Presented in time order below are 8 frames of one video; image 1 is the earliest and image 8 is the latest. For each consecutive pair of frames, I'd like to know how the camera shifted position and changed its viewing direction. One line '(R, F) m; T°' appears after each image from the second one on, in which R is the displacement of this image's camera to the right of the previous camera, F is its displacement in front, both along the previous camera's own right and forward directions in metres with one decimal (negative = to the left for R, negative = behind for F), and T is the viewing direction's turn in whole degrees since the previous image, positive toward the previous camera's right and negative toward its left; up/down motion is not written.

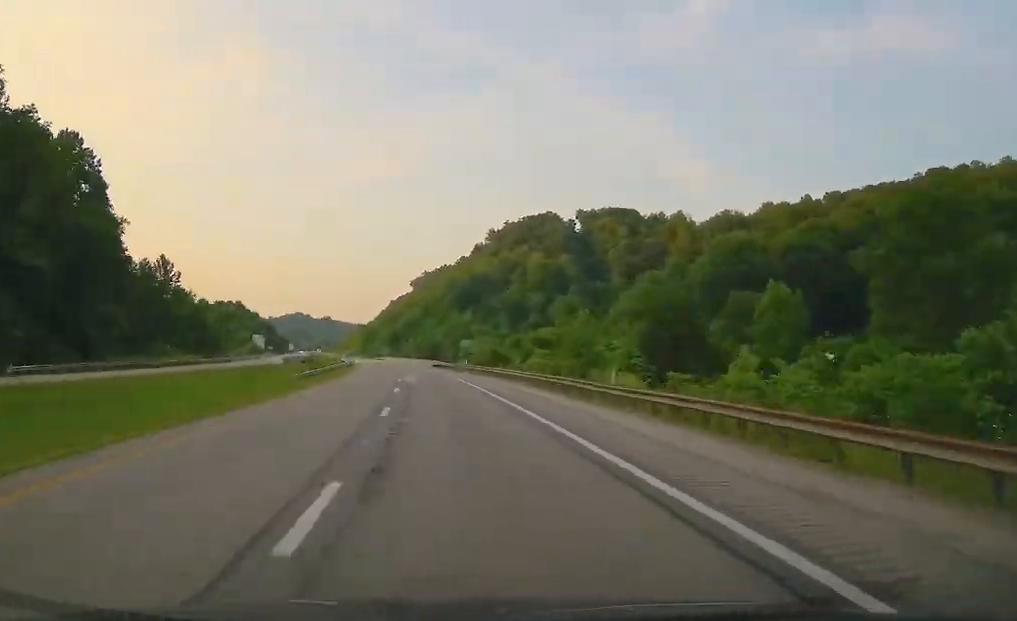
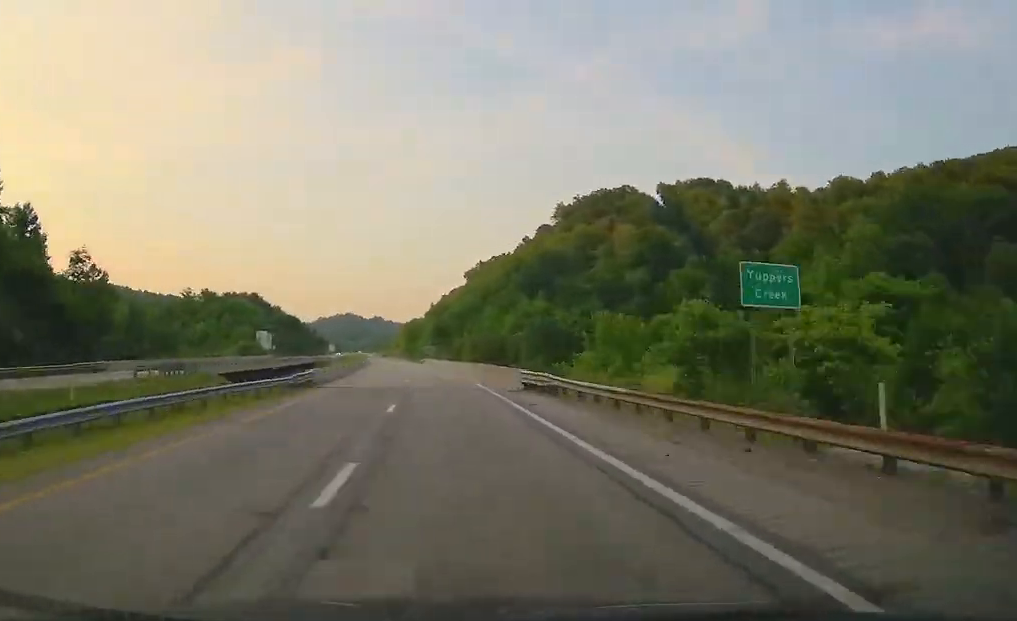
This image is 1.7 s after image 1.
(-2.3, +64.2) m; -2°
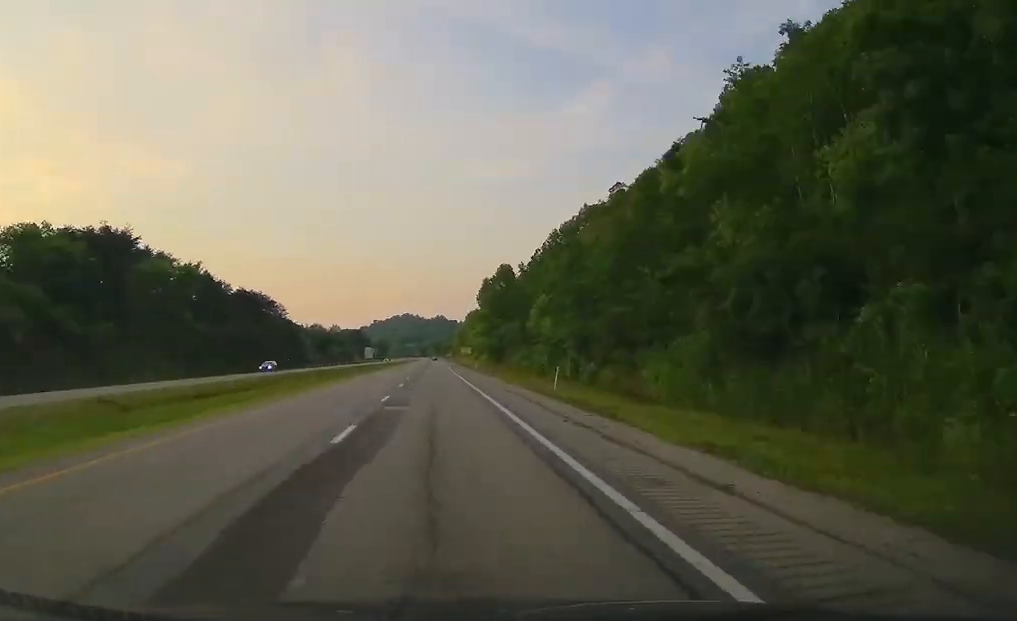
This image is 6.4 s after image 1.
(-8.6, +167.1) m; -4°
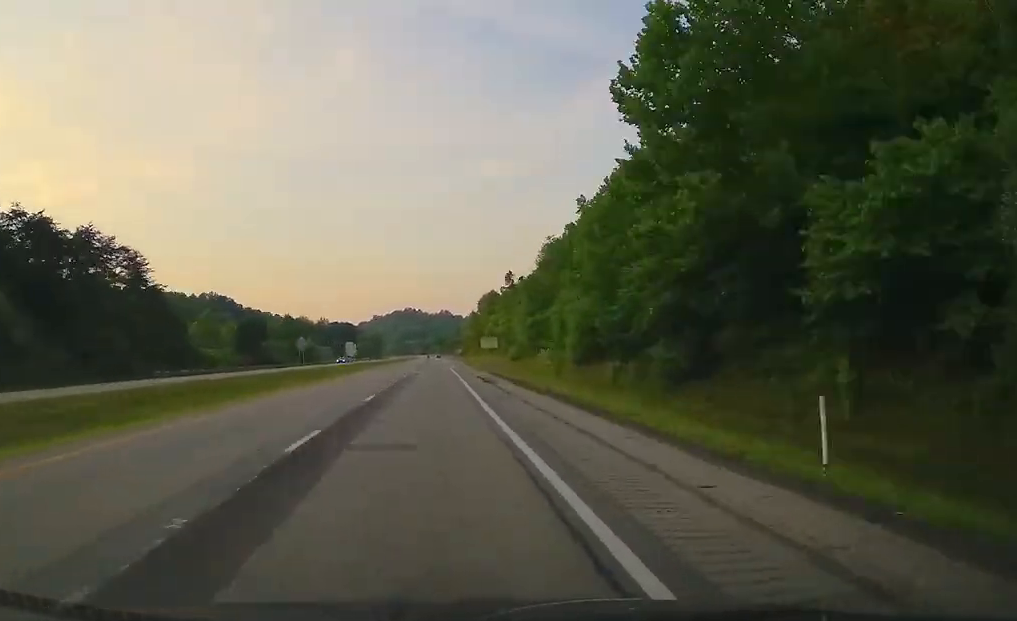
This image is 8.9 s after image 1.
(-0.5, +79.1) m; -1°
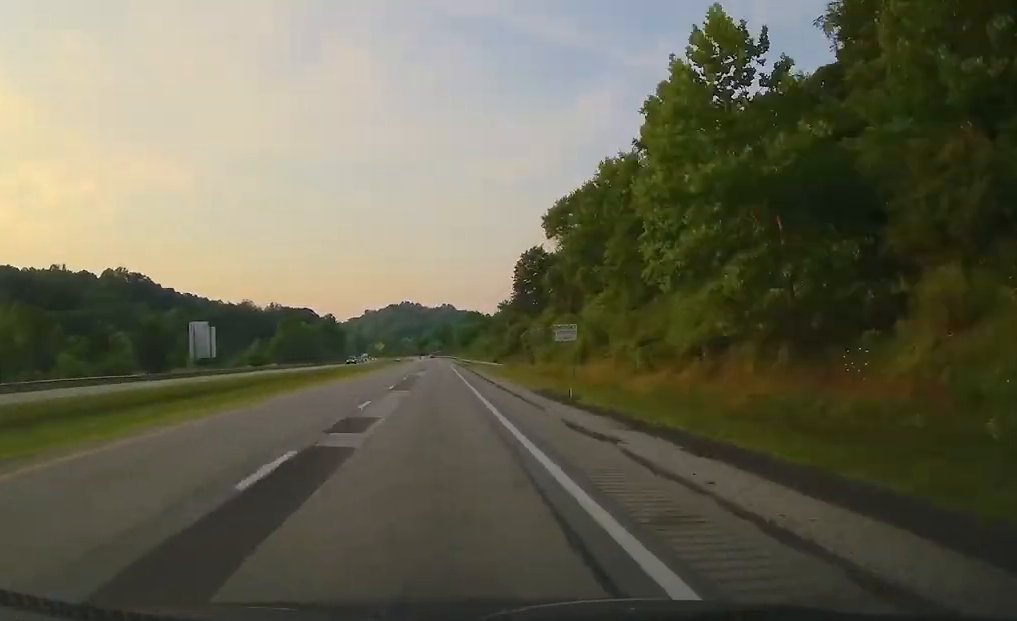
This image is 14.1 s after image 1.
(-0.8, +171.4) m; 0°
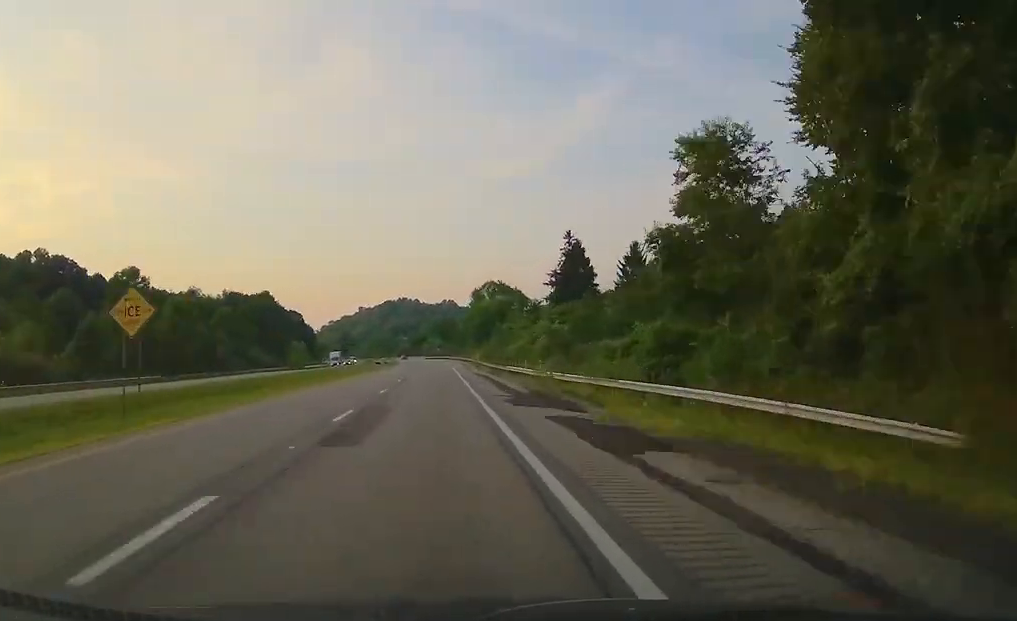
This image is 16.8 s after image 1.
(+0.6, +89.5) m; -1°
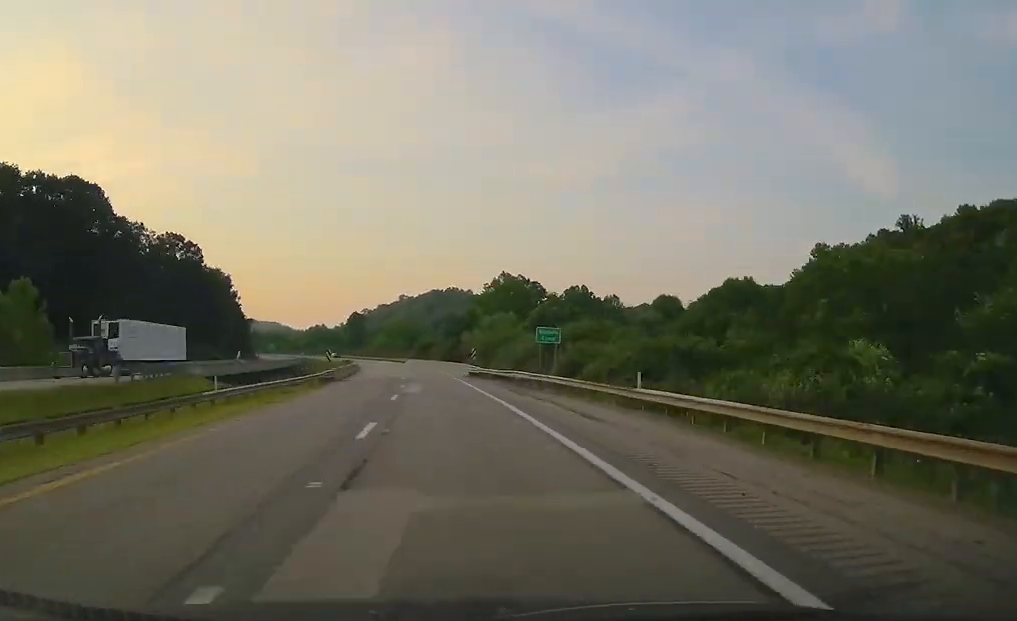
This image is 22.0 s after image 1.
(-8.1, +175.2) m; -7°
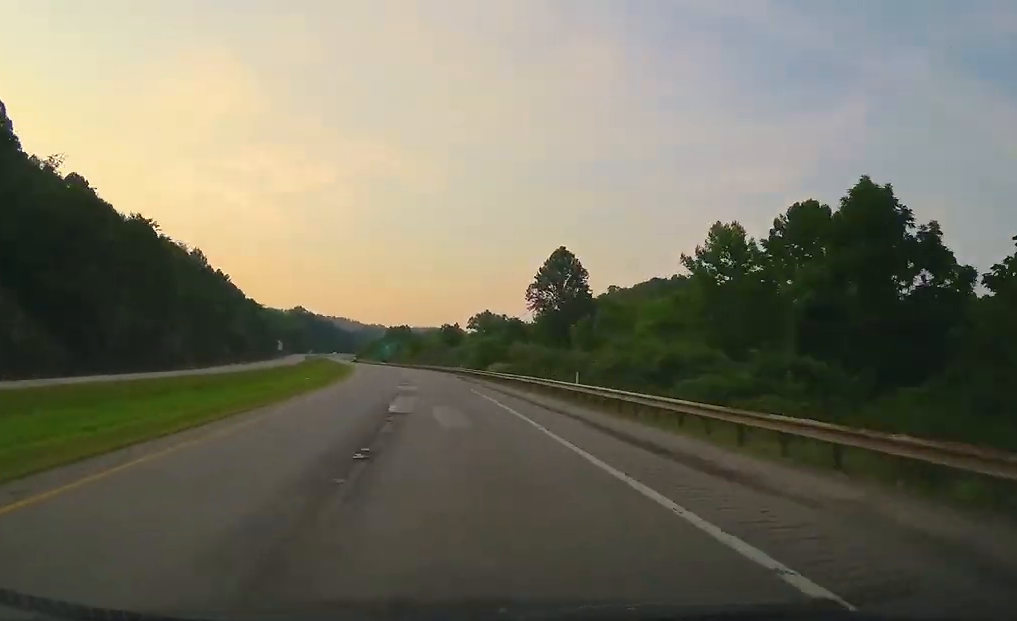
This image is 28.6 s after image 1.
(-25.5, +221.7) m; -15°
